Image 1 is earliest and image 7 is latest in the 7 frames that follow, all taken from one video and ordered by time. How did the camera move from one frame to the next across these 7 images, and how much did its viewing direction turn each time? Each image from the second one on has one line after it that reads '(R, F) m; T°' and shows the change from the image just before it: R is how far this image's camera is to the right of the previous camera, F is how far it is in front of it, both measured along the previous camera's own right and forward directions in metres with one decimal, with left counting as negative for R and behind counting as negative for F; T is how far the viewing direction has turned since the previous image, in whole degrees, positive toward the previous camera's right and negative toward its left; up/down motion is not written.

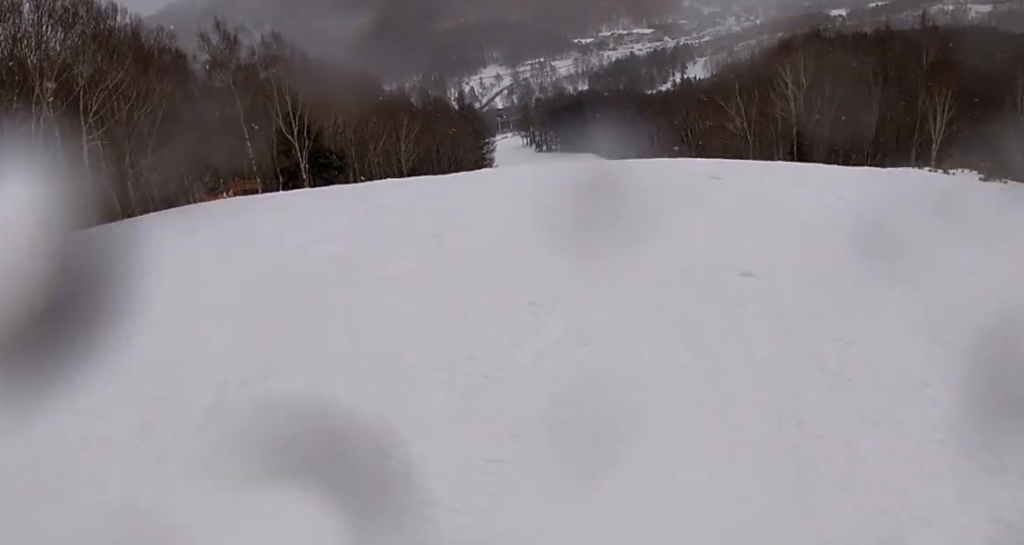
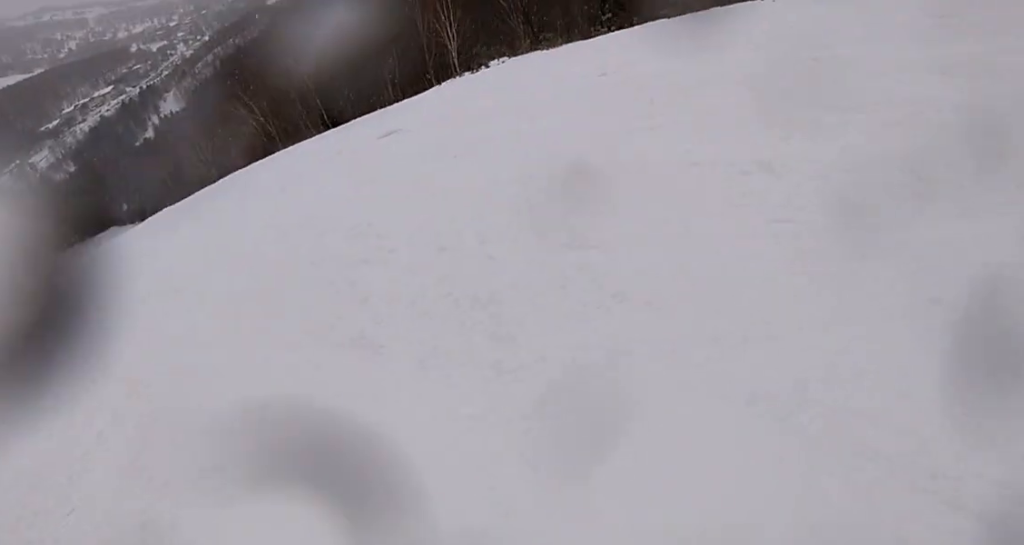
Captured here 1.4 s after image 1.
(+3.9, +6.2) m; +61°
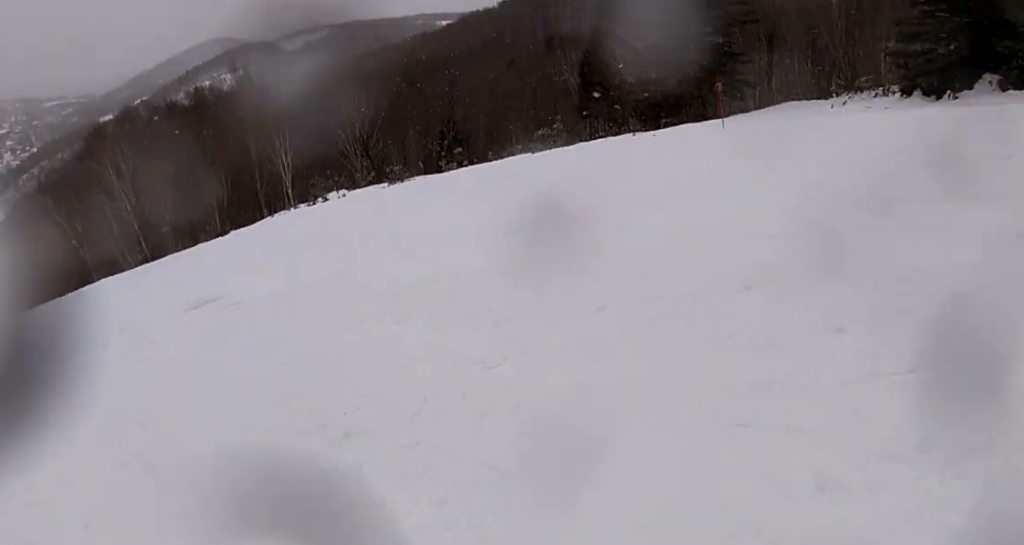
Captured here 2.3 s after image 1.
(+1.9, +4.8) m; +5°
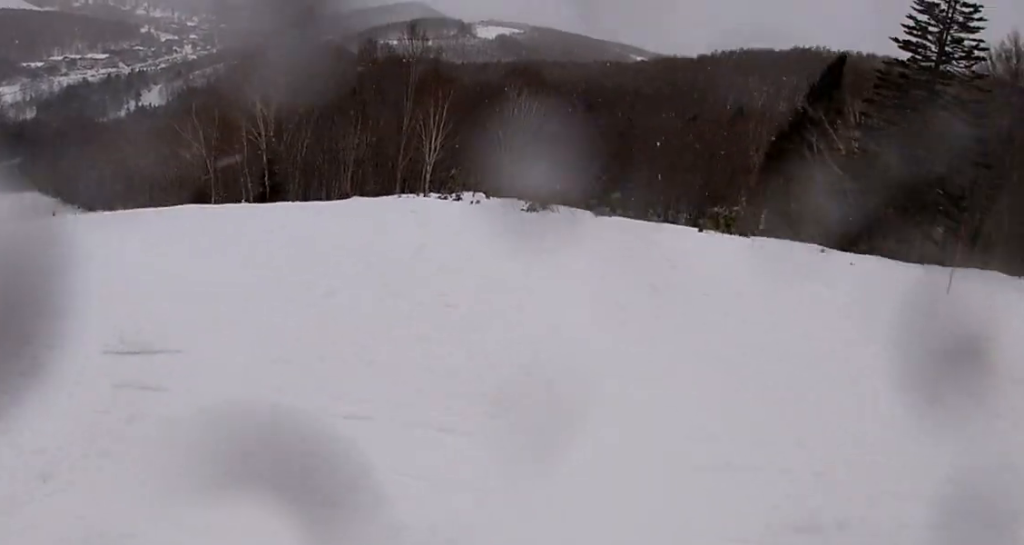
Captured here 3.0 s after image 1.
(-1.0, +3.9) m; -22°
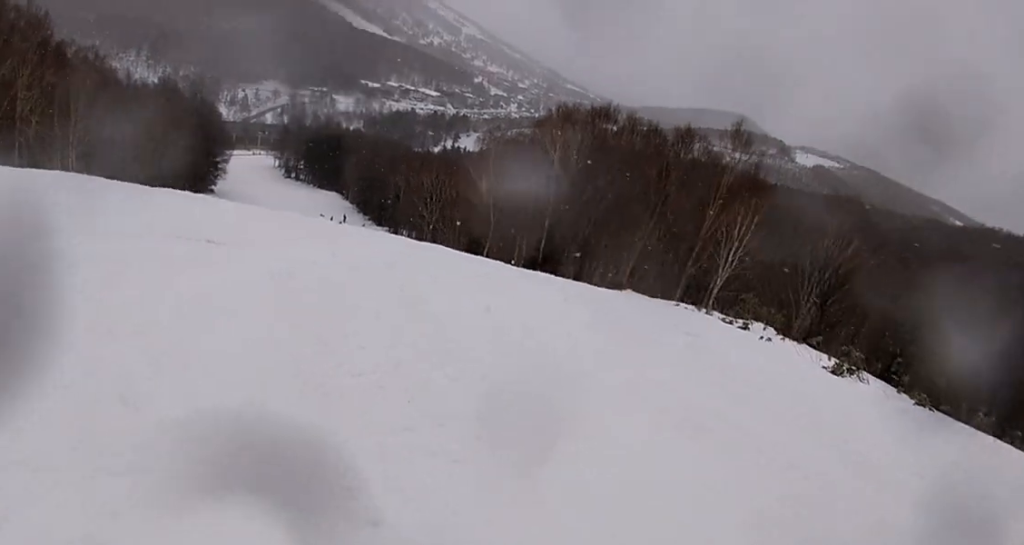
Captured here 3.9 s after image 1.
(-1.1, +4.0) m; -36°
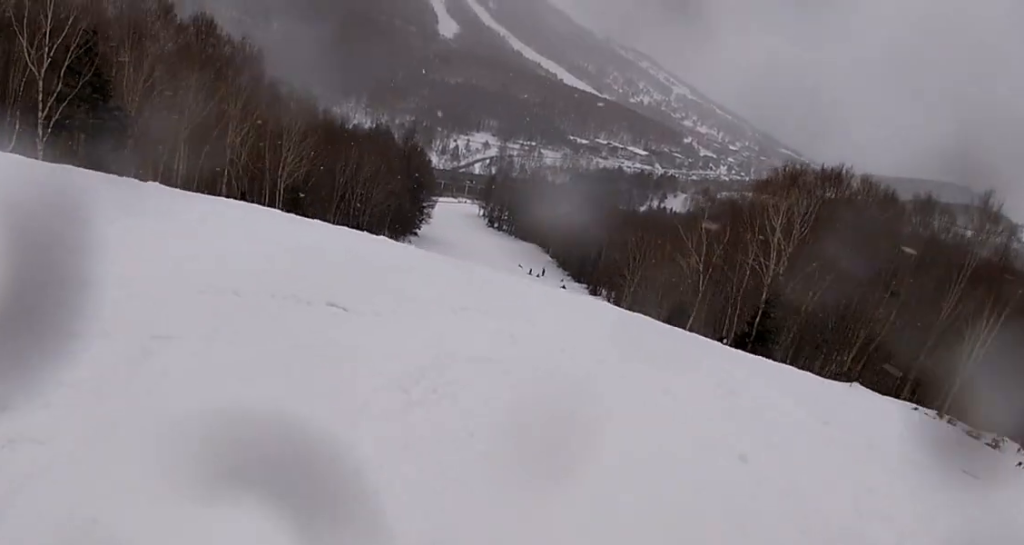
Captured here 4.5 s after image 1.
(-0.6, +2.5) m; -14°
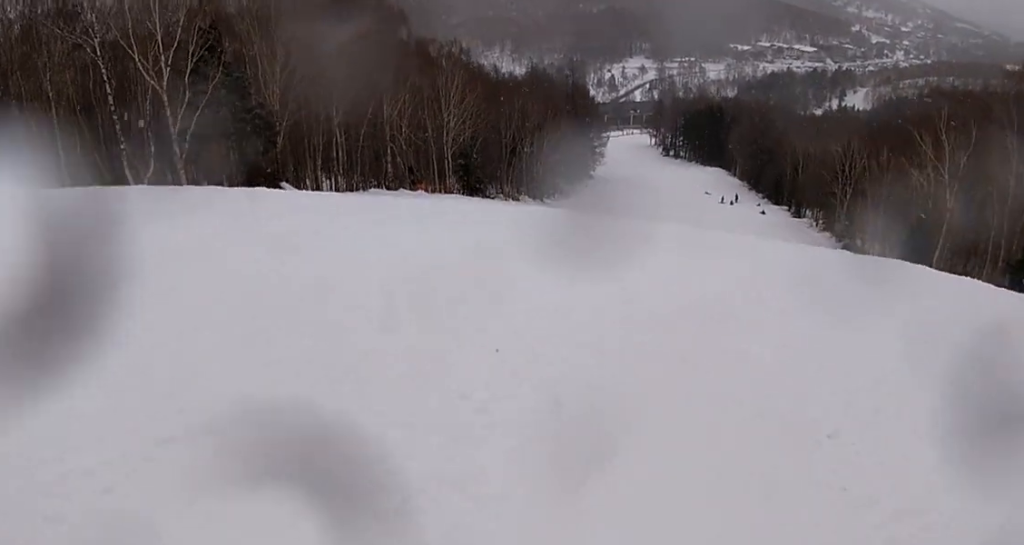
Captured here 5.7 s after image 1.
(-0.8, +6.1) m; +10°
